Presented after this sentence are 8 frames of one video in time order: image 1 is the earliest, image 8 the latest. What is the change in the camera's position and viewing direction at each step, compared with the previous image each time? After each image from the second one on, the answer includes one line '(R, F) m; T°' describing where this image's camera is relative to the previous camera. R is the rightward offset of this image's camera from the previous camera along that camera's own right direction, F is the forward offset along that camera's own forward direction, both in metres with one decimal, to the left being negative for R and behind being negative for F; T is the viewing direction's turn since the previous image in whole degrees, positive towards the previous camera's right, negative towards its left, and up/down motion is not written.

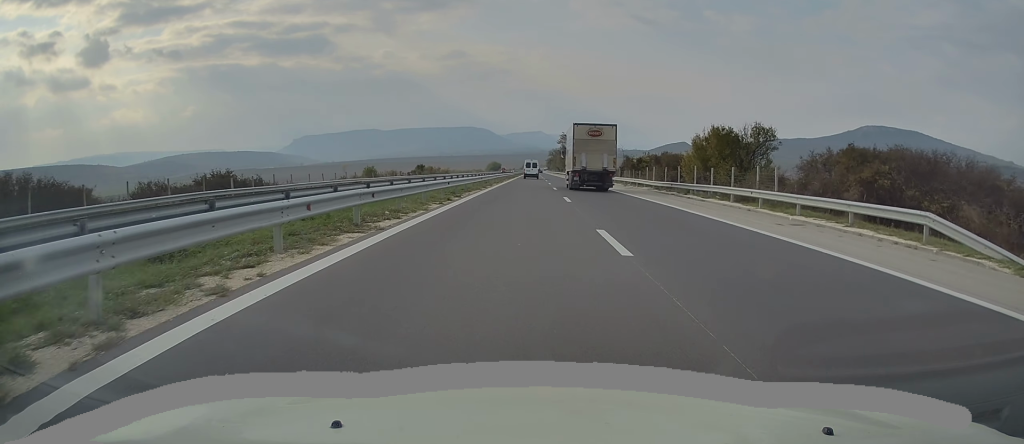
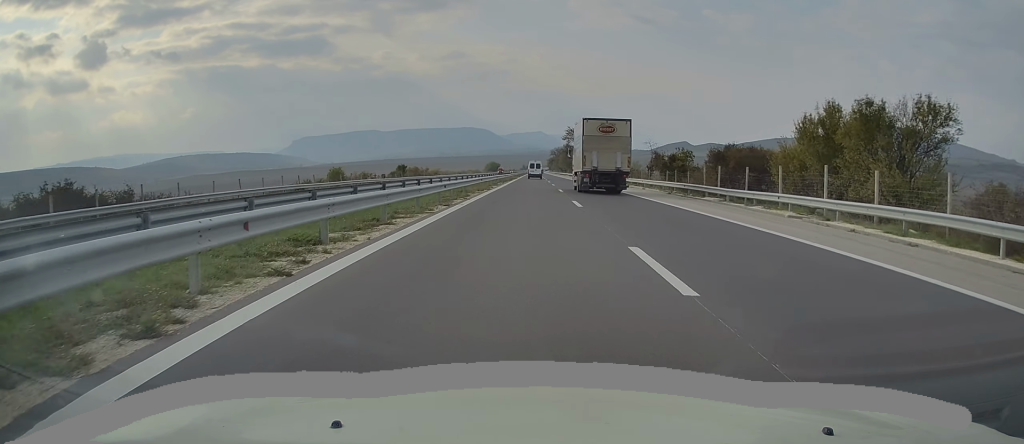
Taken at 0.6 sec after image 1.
(0.0, +18.7) m; 0°
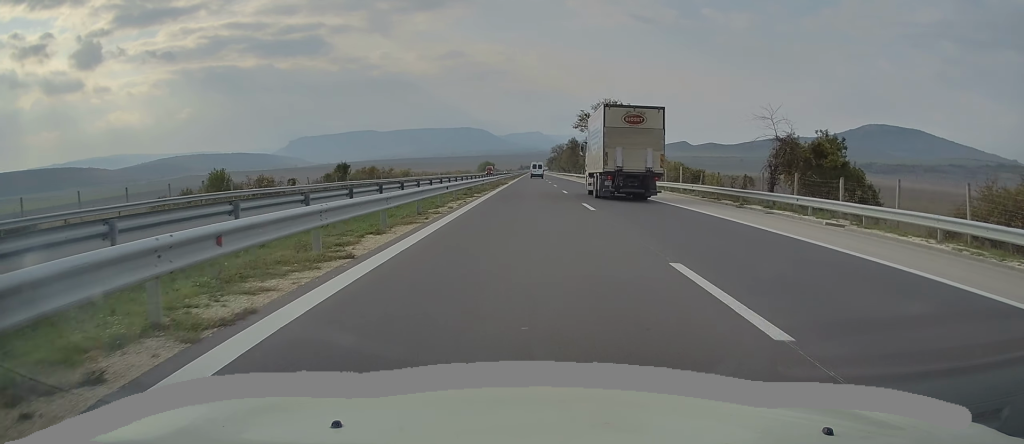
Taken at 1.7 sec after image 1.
(0.0, +33.3) m; 0°
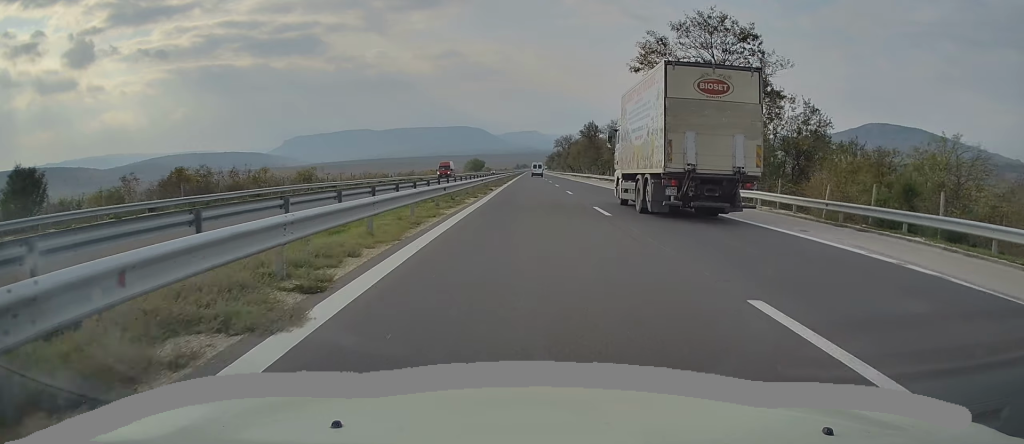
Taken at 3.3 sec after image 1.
(+0.5, +50.0) m; +1°
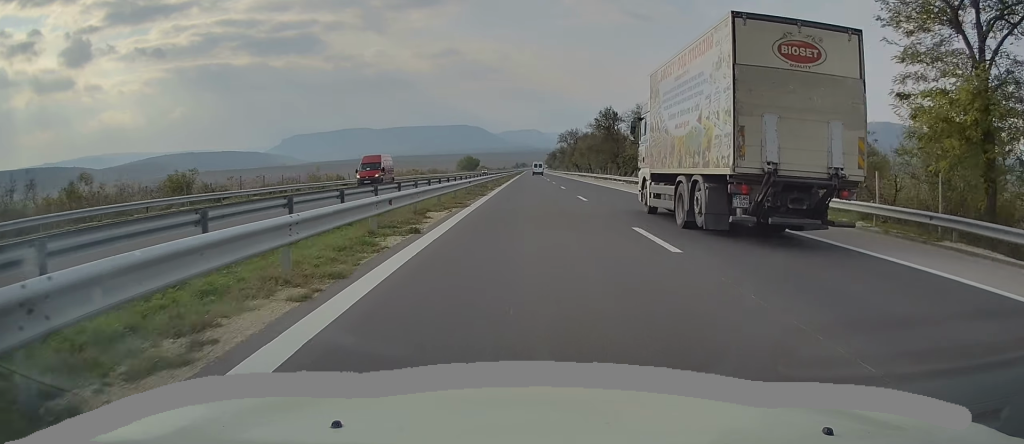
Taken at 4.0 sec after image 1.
(+0.1, +24.0) m; 0°
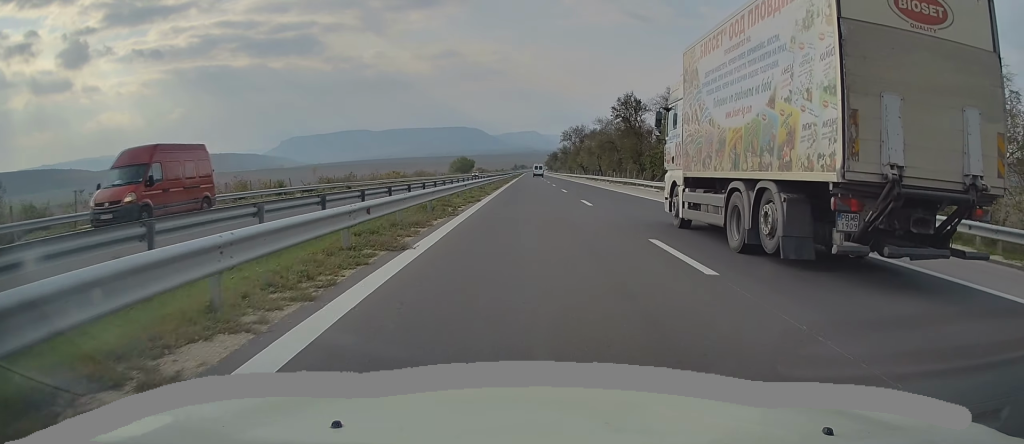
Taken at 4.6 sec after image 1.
(+0.1, +17.7) m; 0°
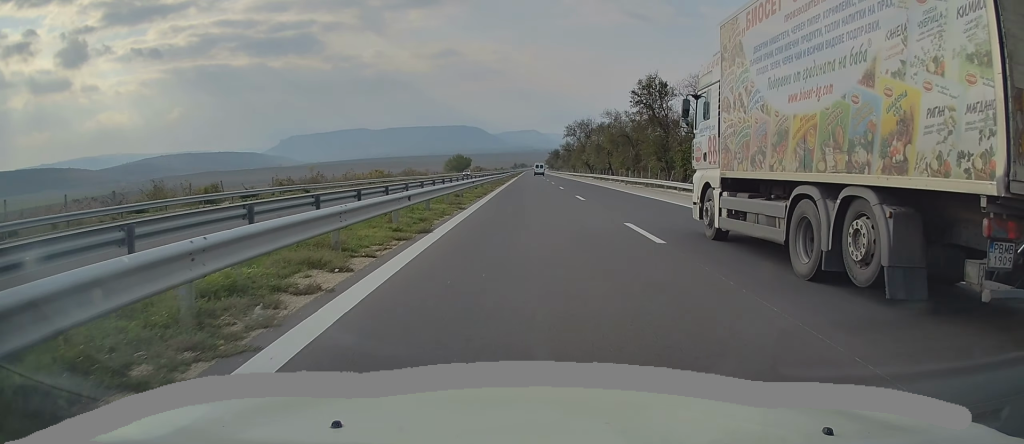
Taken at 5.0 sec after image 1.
(-0.2, +12.5) m; 0°
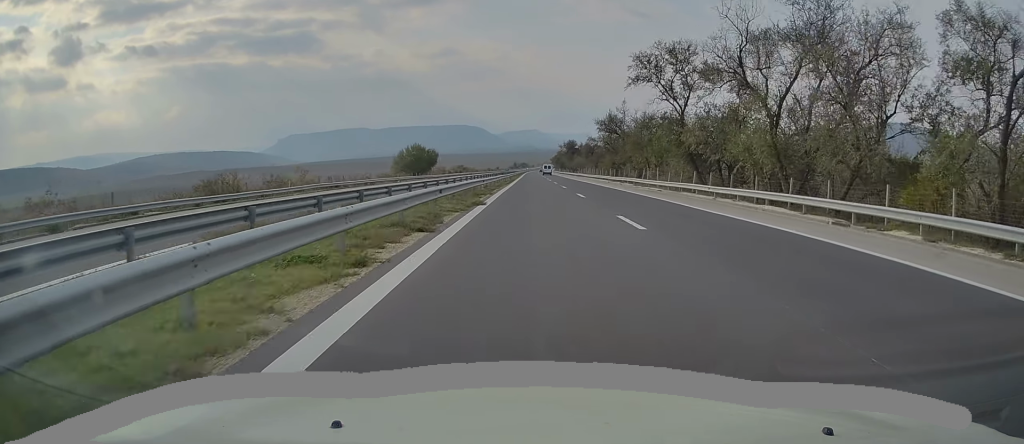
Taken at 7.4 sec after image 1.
(+0.5, +76.1) m; +1°
